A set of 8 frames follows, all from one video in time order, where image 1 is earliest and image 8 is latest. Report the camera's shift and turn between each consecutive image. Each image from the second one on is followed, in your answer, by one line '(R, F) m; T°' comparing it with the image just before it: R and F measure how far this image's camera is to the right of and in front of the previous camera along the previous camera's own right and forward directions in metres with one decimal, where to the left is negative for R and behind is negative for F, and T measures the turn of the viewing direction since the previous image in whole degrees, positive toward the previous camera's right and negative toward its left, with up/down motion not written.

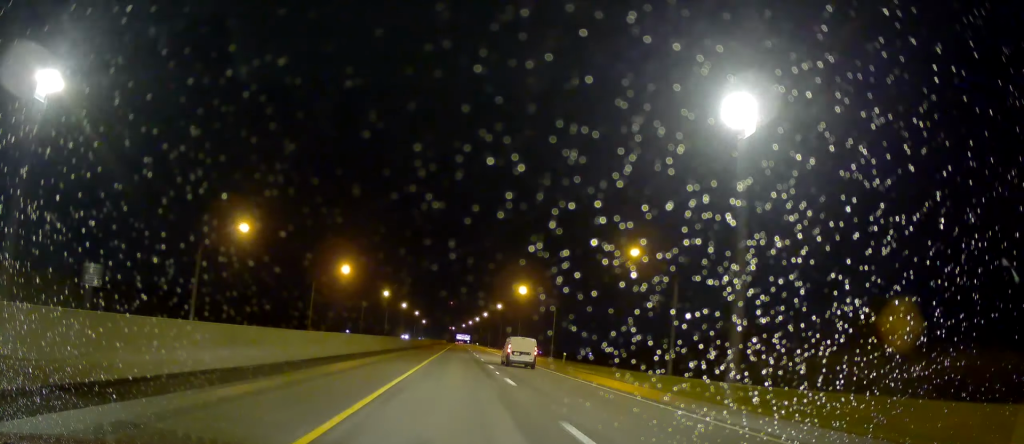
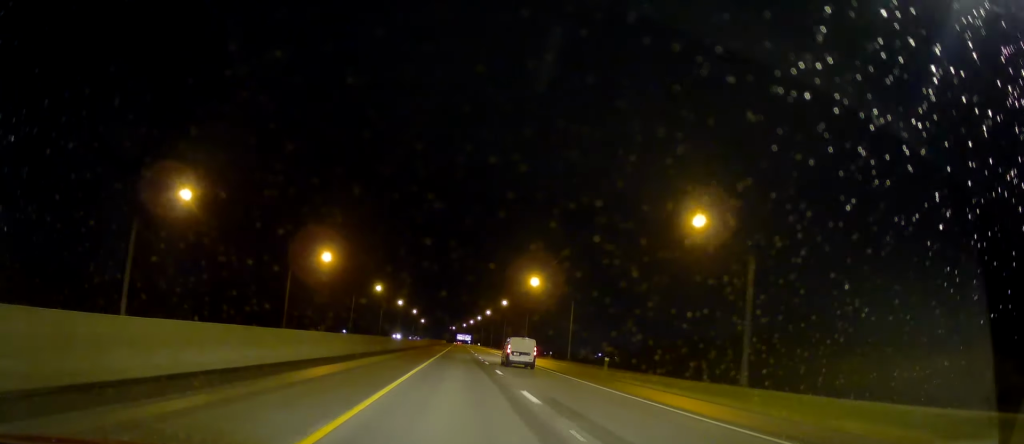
(-0.2, +17.3) m; 0°
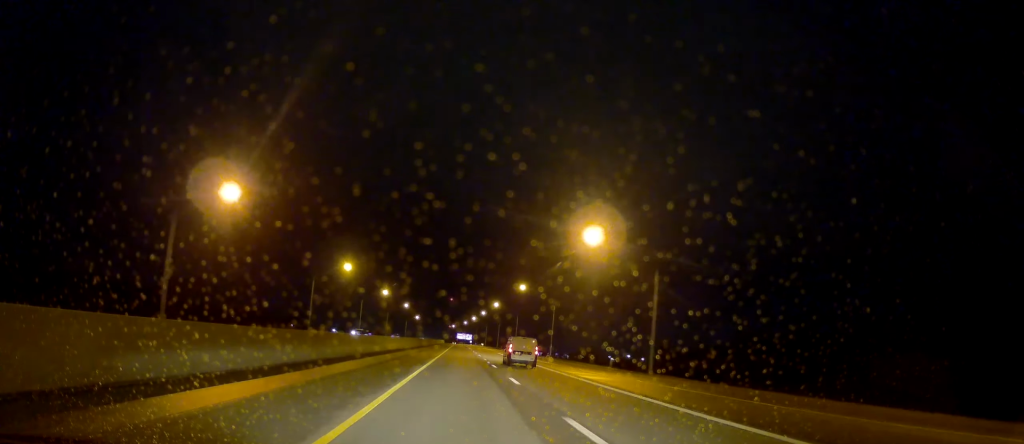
(+0.1, +42.4) m; +1°
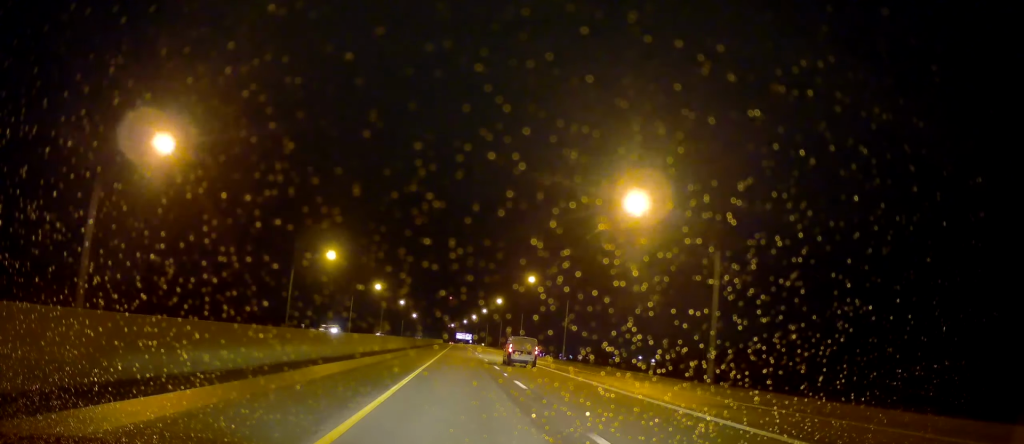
(+0.1, +14.1) m; 0°
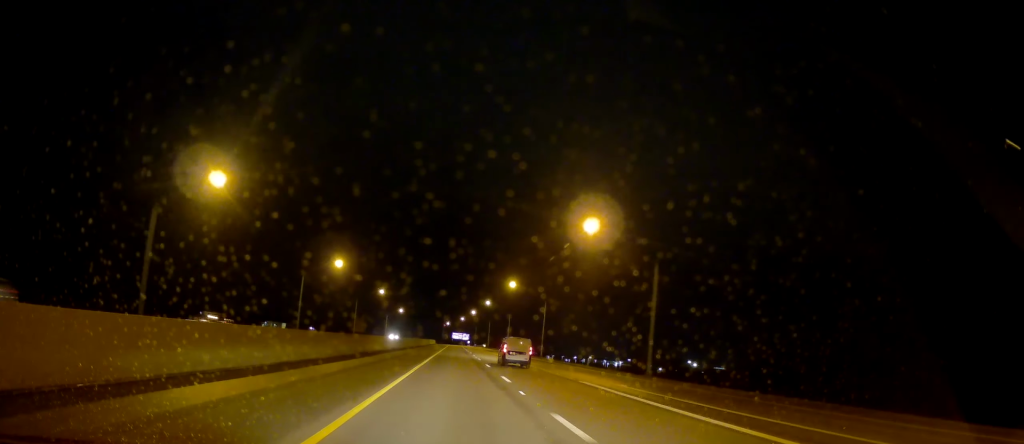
(-0.6, +45.2) m; -2°
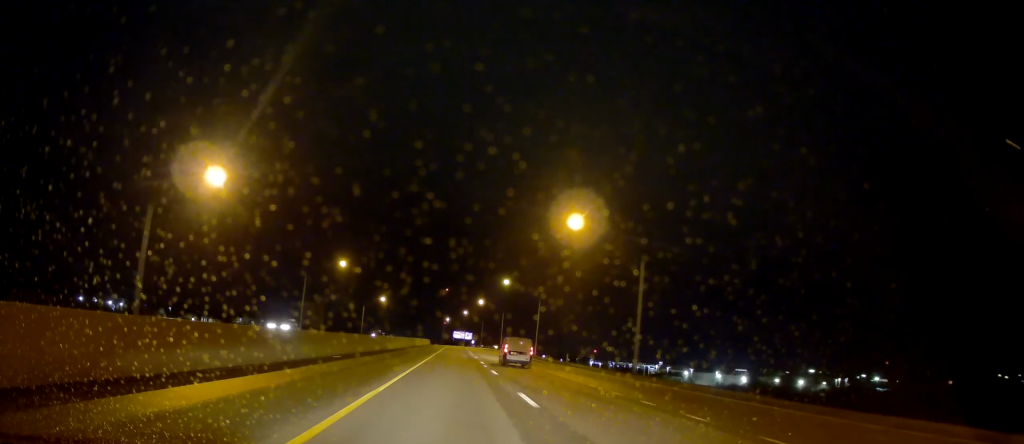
(+0.2, +55.7) m; +1°
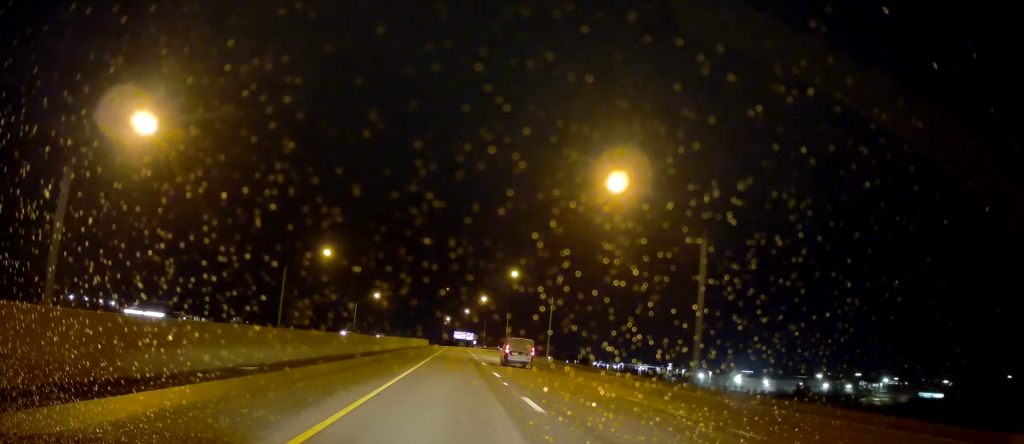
(+0.2, +13.2) m; 0°
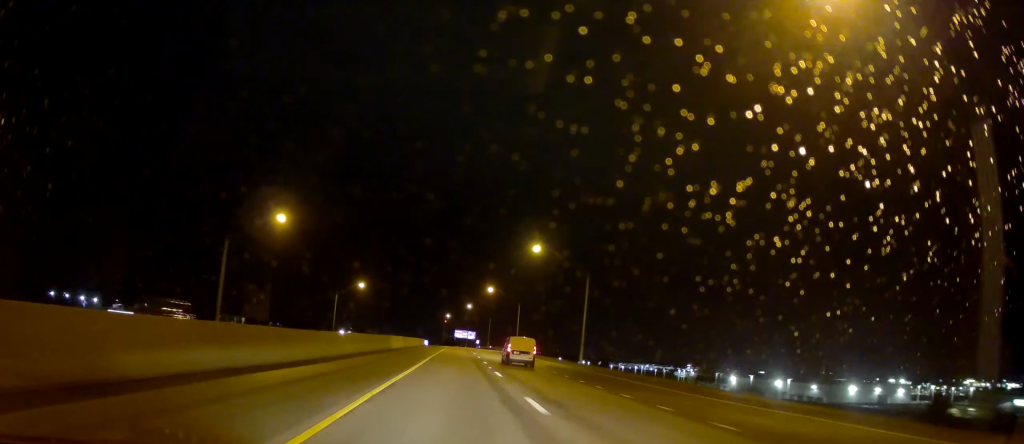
(-0.4, +24.3) m; 0°
